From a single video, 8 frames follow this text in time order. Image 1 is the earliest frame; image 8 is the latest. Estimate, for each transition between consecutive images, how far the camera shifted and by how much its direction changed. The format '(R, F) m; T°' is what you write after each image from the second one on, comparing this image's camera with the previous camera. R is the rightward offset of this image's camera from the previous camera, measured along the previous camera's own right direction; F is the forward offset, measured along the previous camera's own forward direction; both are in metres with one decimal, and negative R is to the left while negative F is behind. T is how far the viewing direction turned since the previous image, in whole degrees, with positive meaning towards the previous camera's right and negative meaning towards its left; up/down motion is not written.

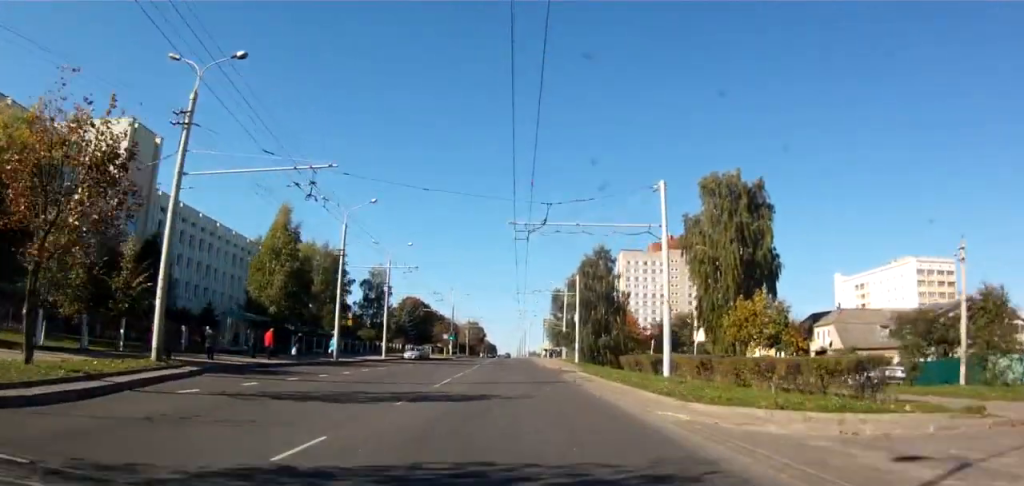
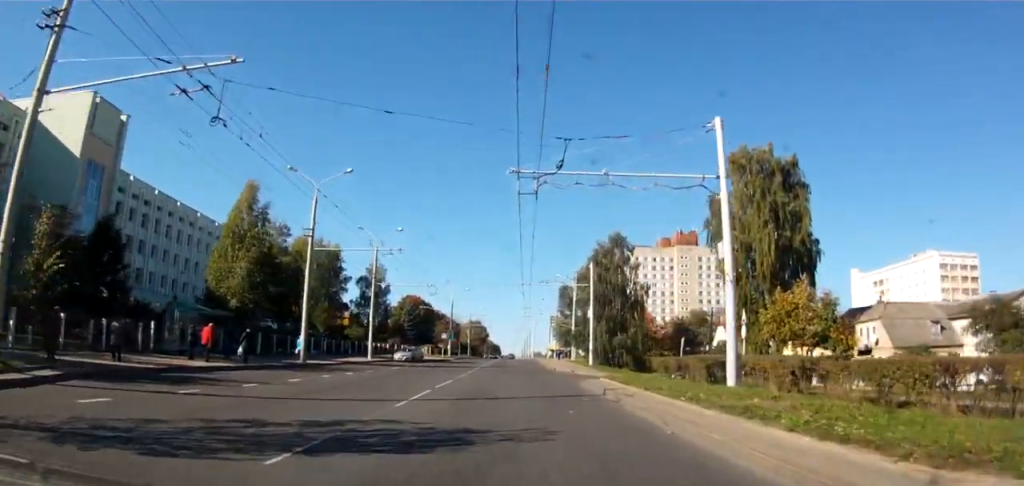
(0.0, +7.4) m; -2°
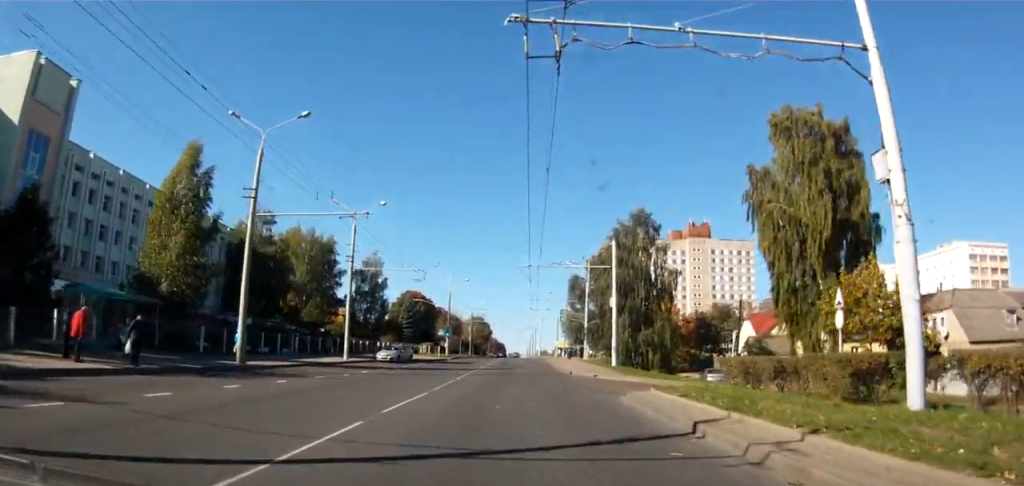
(-0.1, +8.5) m; -2°
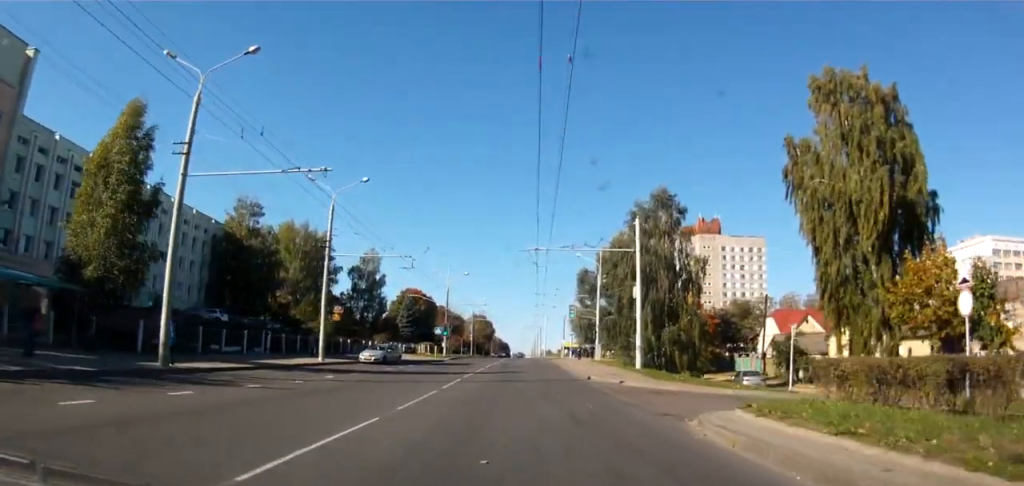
(-0.3, +6.4) m; 0°
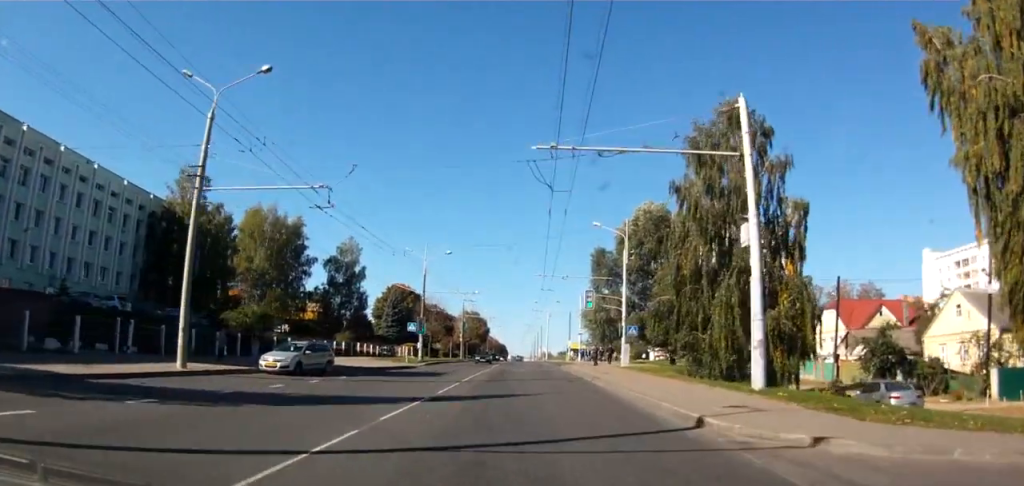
(+0.5, +16.9) m; +3°
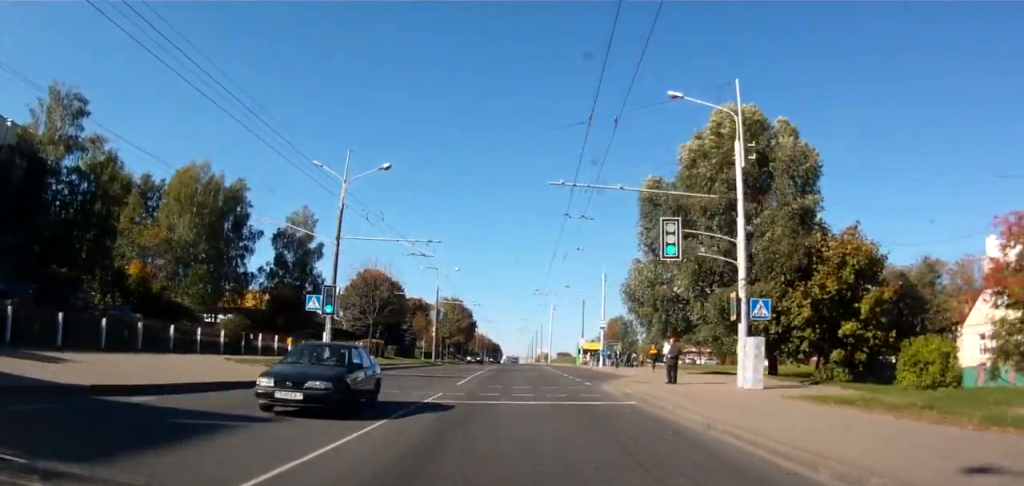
(0.0, +25.4) m; 0°
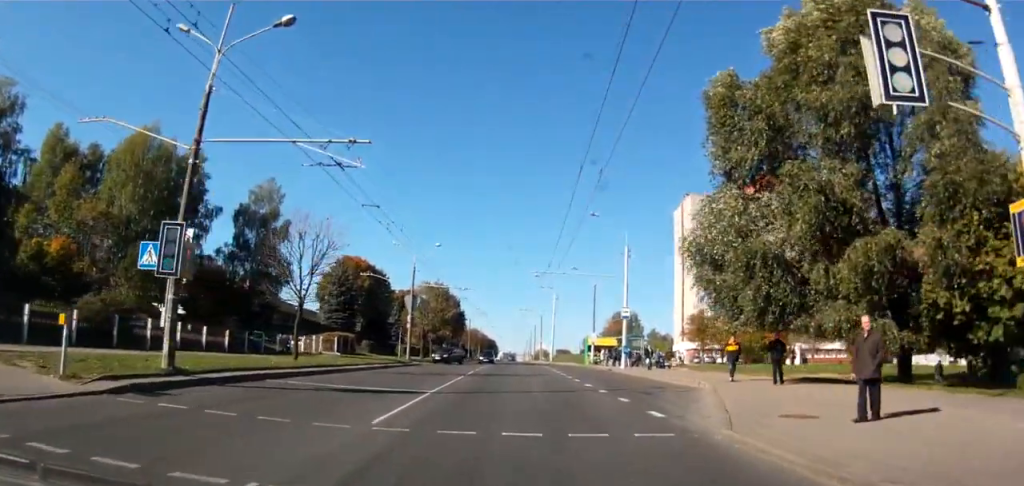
(-0.1, +13.7) m; -1°
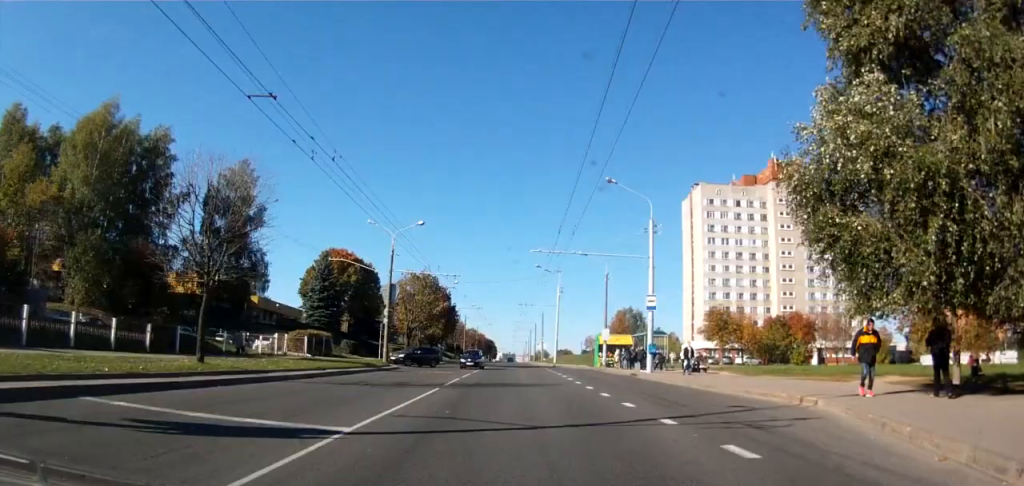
(0.0, +8.5) m; -1°
